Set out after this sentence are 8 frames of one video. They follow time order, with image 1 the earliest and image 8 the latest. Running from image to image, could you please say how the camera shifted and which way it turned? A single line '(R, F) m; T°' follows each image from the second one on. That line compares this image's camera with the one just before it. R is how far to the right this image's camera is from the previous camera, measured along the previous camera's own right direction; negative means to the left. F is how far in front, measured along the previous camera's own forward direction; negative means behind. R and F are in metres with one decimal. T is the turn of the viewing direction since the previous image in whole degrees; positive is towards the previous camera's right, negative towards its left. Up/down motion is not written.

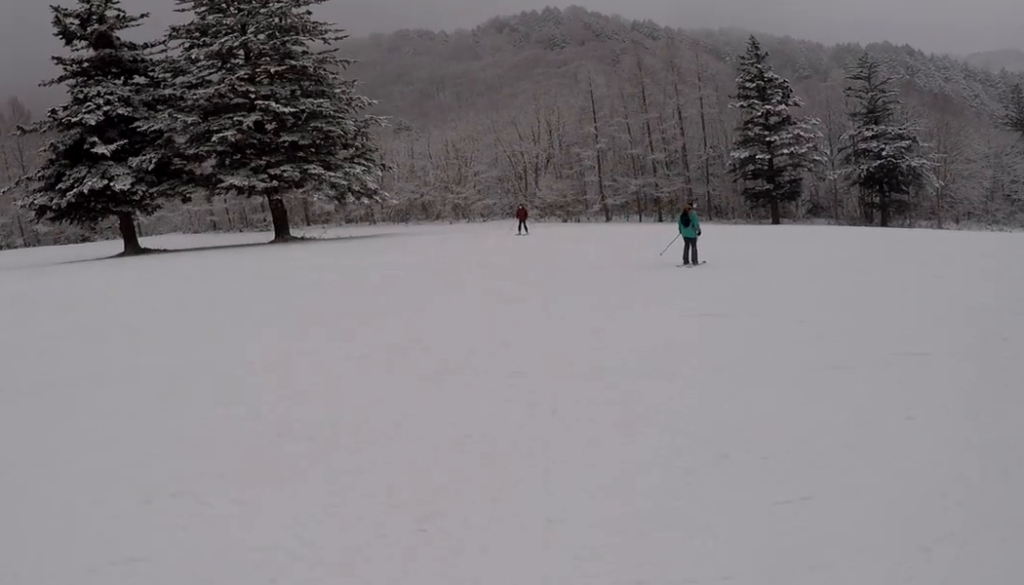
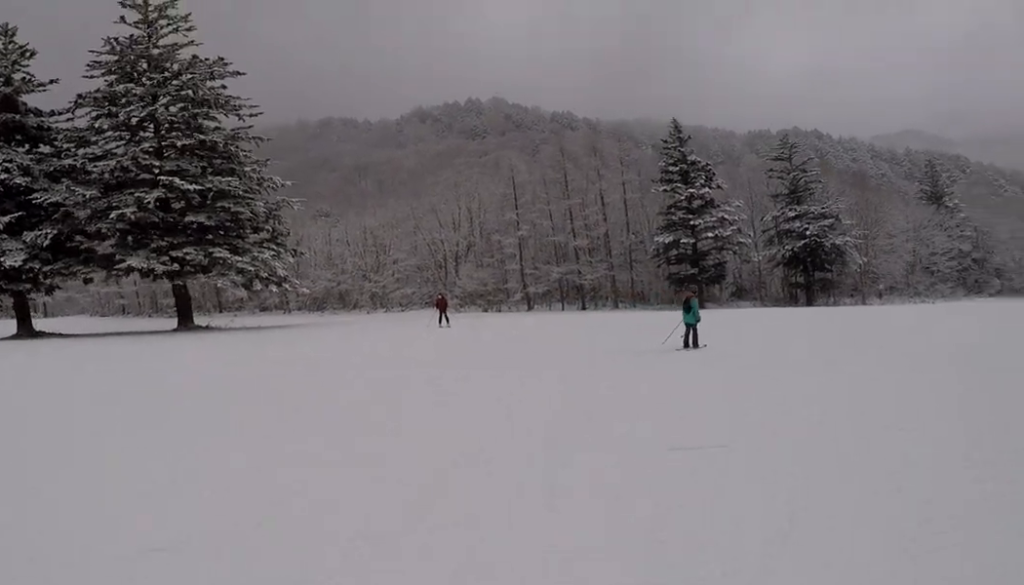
(0.0, +3.4) m; 0°
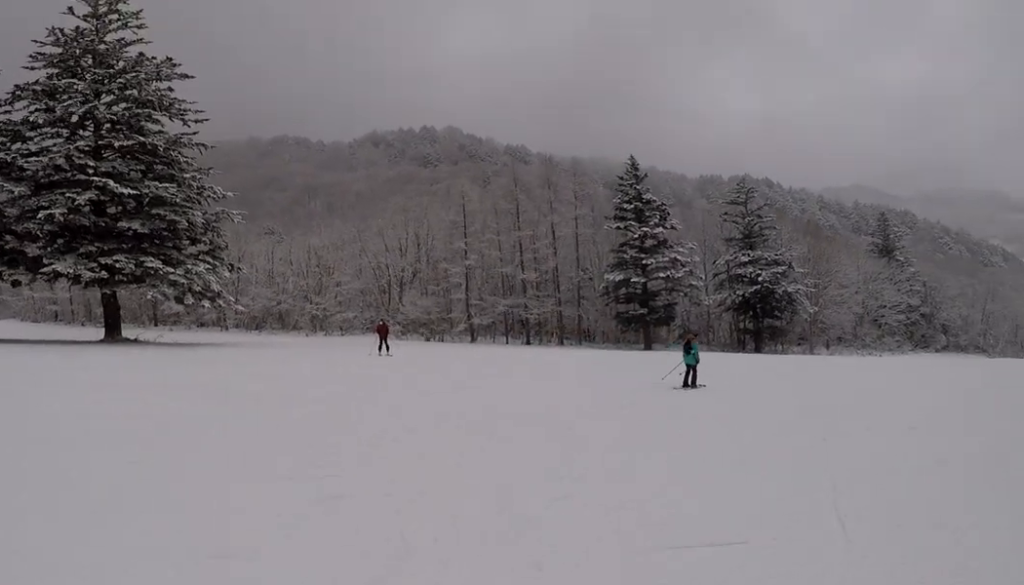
(+0.3, +2.2) m; 0°
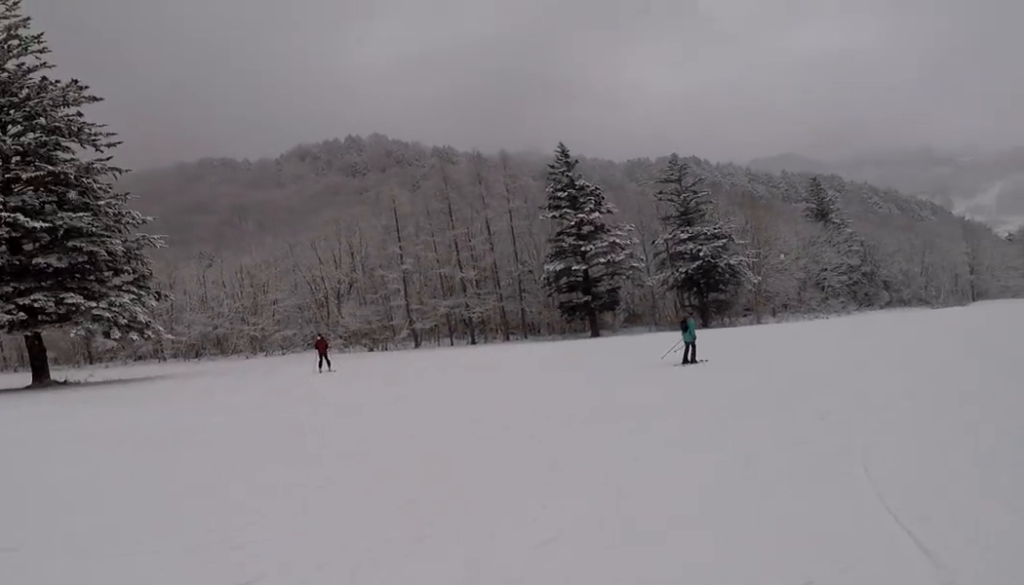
(-0.1, +1.8) m; +2°
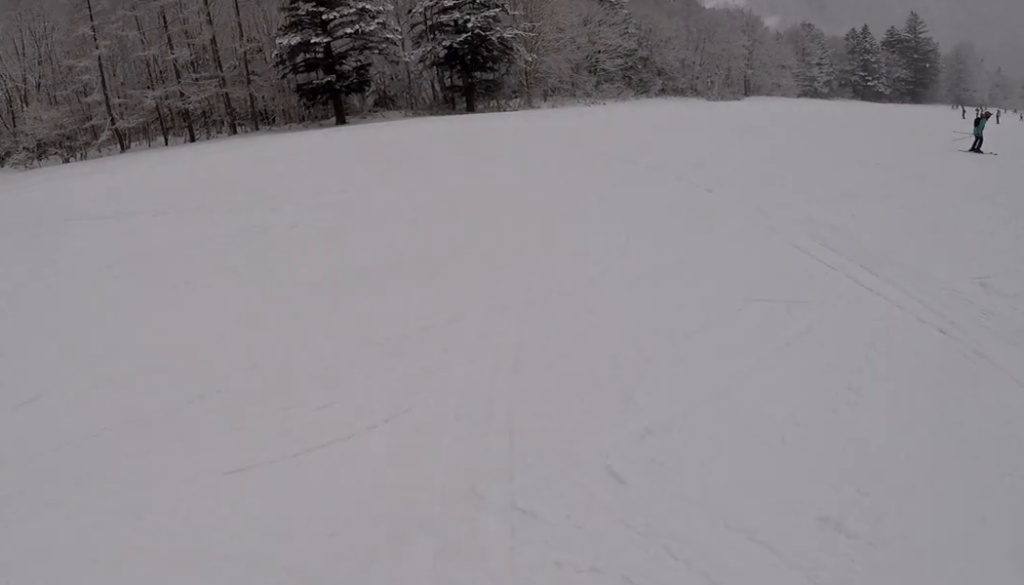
(+4.4, +10.1) m; +26°
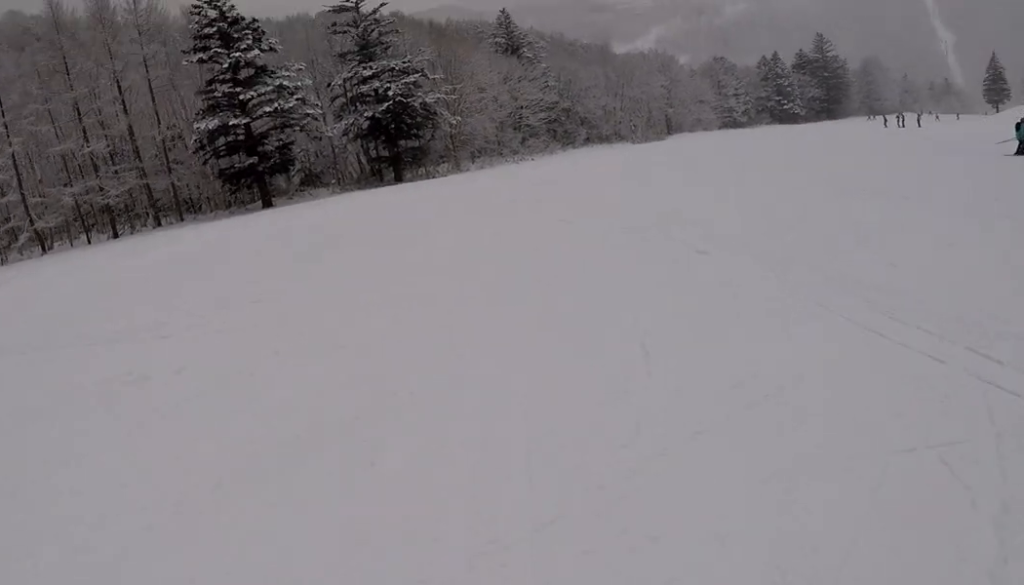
(-0.2, +2.7) m; -4°
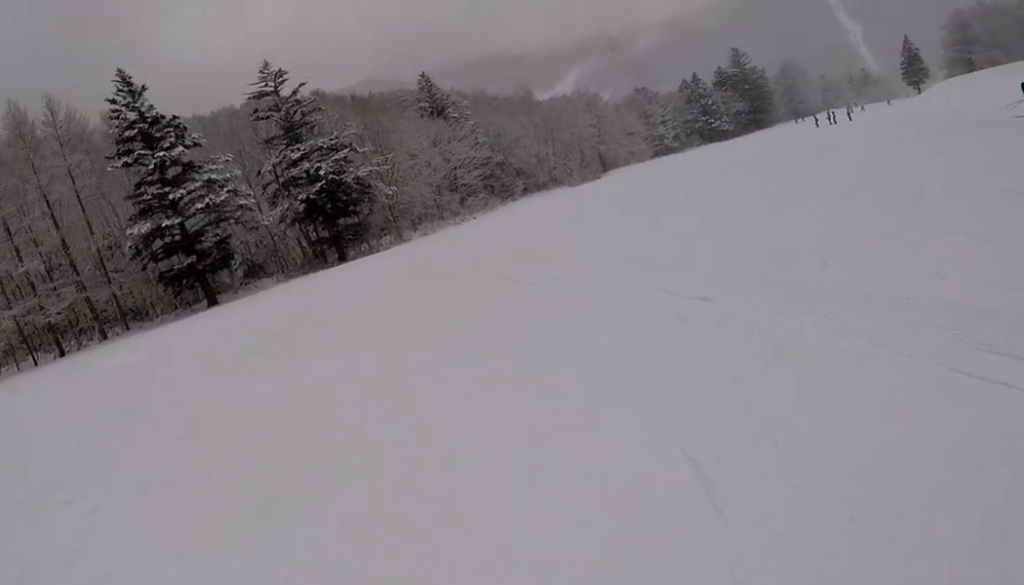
(0.0, +1.8) m; +1°
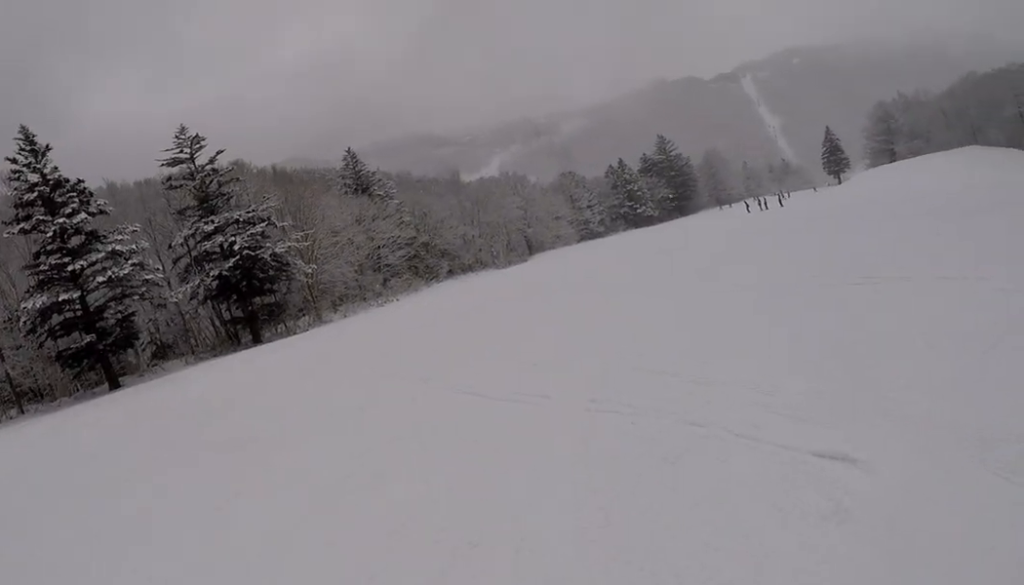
(+0.1, +3.9) m; +23°
